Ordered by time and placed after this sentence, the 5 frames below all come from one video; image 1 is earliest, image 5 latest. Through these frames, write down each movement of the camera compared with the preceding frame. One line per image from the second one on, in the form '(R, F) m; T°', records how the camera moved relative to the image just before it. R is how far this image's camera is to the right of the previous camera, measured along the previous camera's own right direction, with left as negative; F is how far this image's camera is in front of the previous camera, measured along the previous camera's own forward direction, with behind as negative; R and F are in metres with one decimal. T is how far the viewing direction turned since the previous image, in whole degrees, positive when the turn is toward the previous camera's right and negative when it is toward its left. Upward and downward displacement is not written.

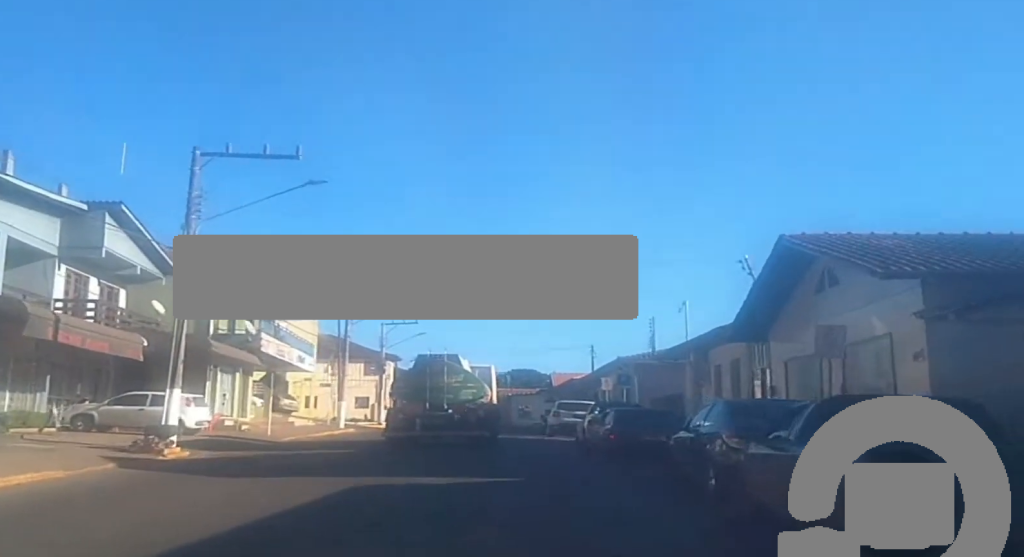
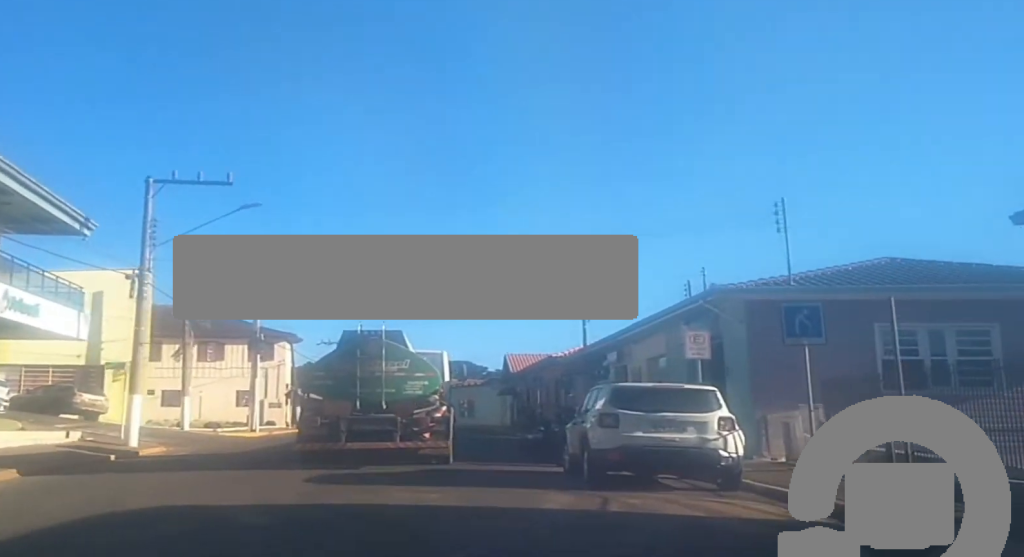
(+0.7, +25.4) m; +2°
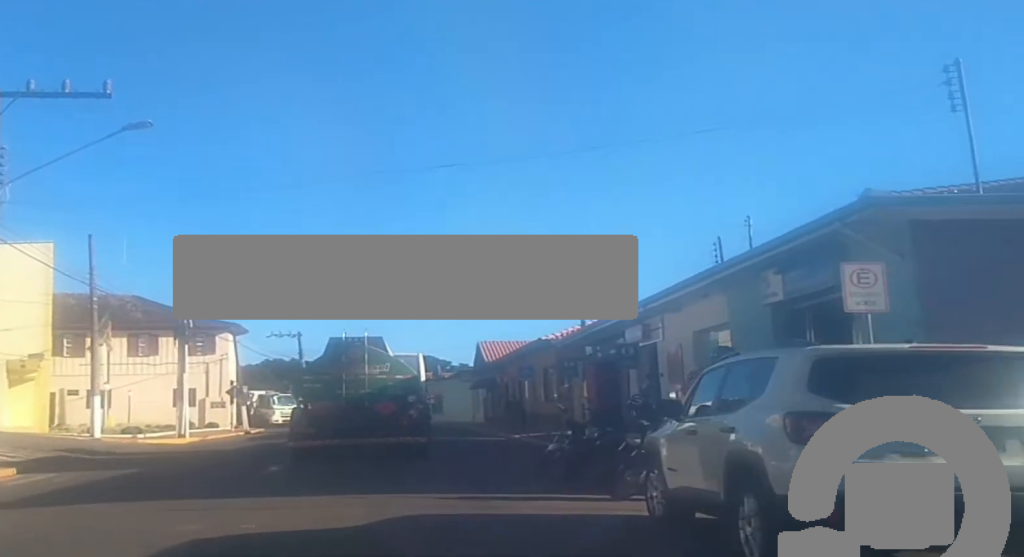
(-0.3, +8.6) m; -2°
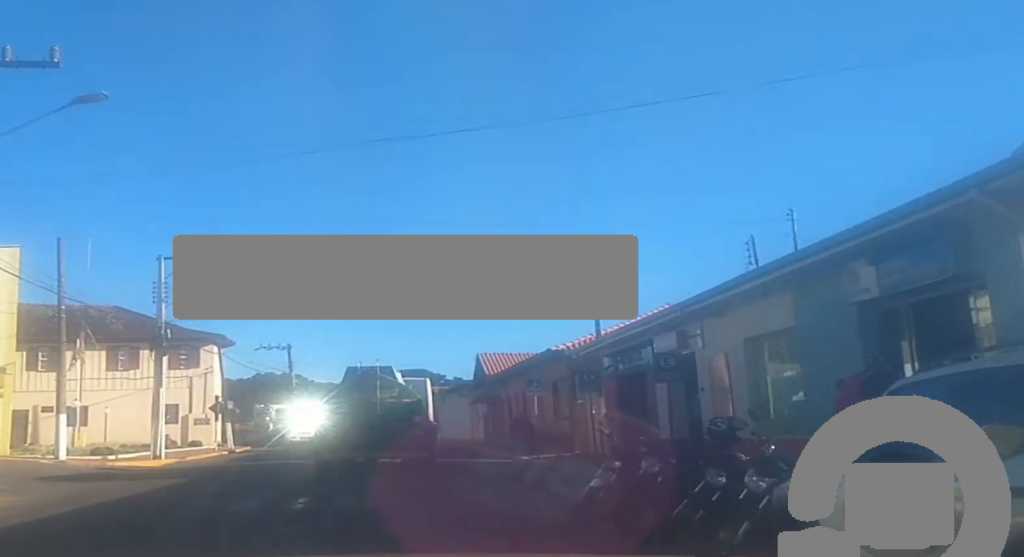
(0.0, +4.6) m; +1°
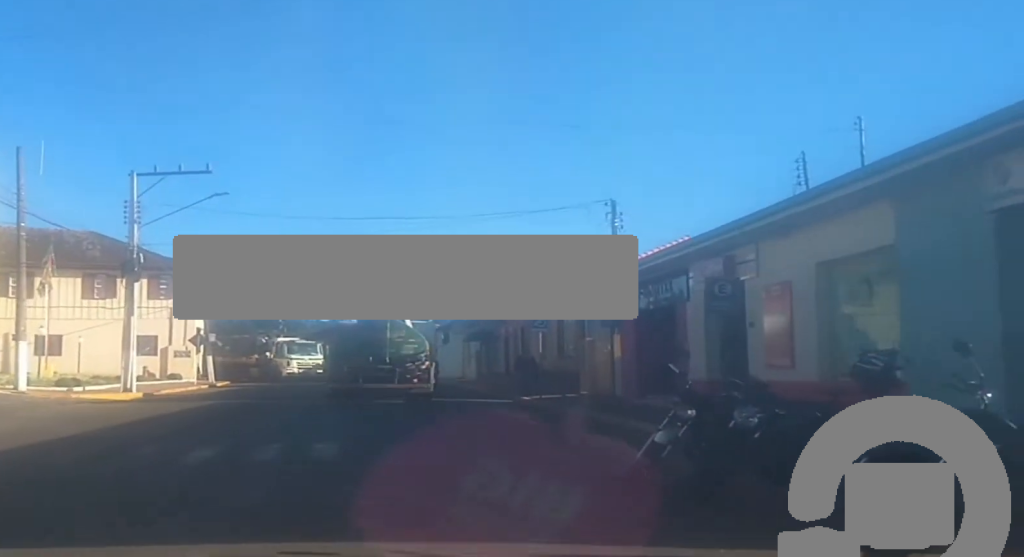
(+0.1, +4.0) m; +1°
